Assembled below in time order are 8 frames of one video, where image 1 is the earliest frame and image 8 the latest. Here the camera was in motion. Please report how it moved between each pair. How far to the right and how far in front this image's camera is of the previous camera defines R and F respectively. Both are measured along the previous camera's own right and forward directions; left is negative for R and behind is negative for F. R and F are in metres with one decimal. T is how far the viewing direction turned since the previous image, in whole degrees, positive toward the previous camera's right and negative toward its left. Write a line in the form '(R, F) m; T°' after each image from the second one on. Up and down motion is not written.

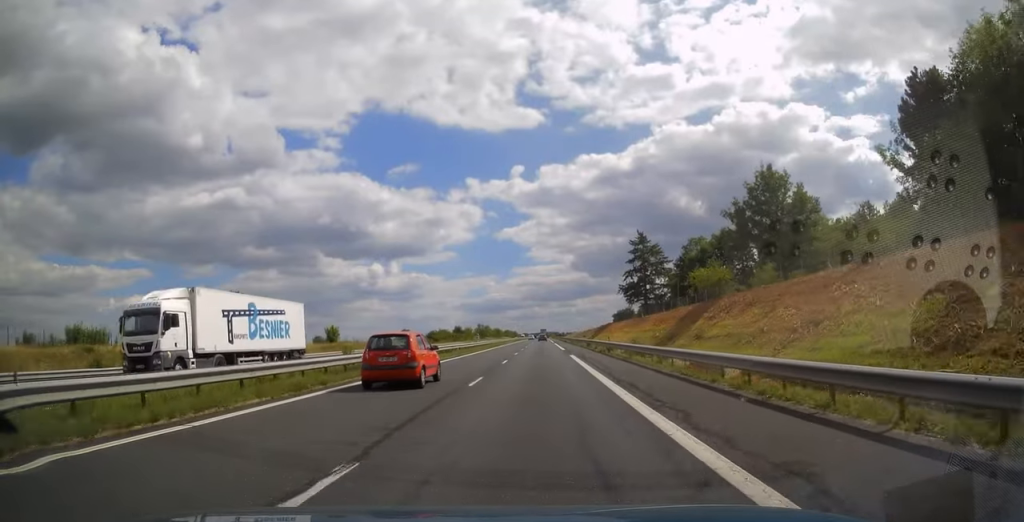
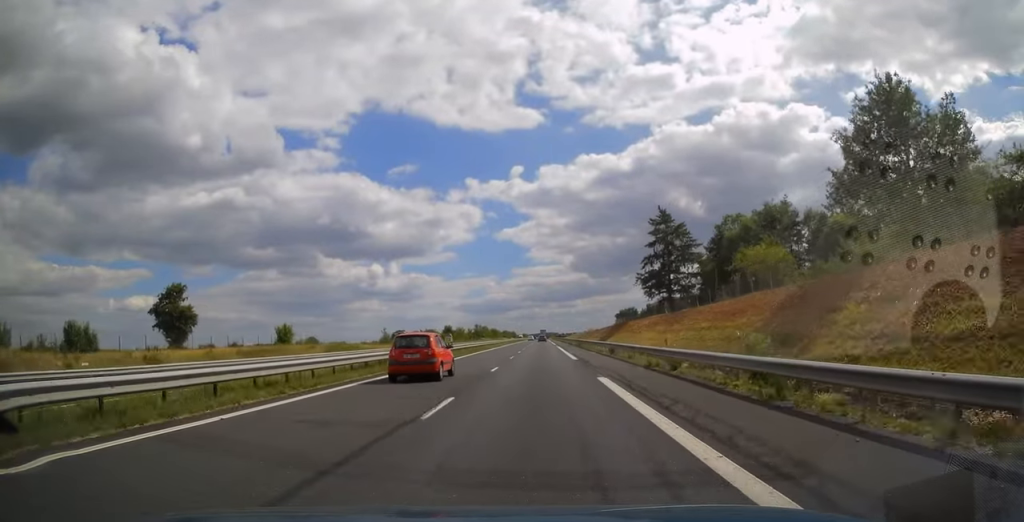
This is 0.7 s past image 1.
(0.0, +19.1) m; 0°
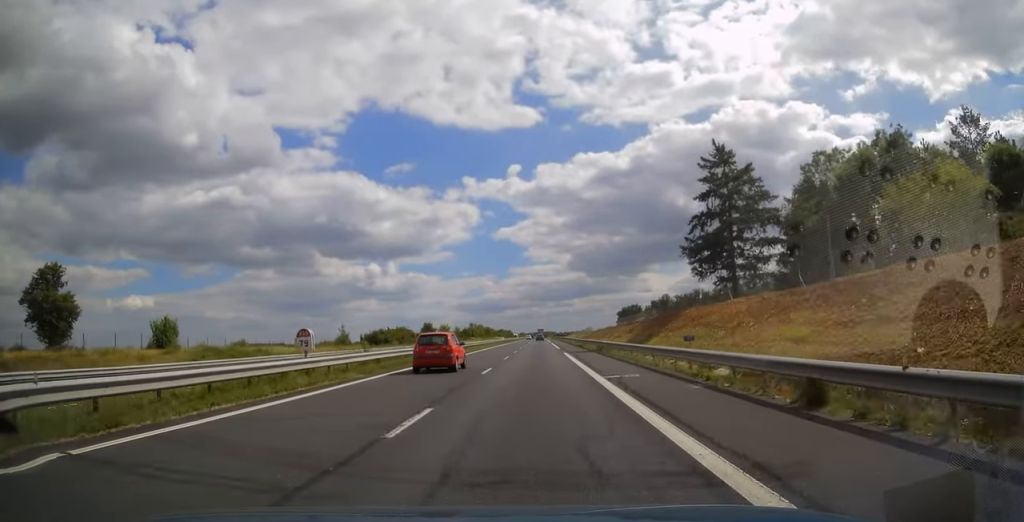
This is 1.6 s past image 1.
(0.0, +28.0) m; 0°
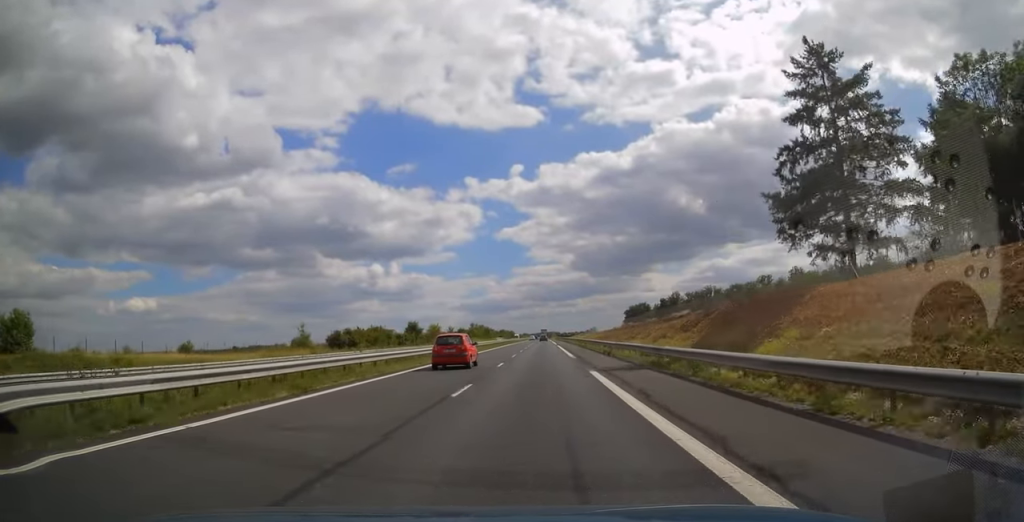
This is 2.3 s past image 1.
(-0.1, +20.6) m; 0°
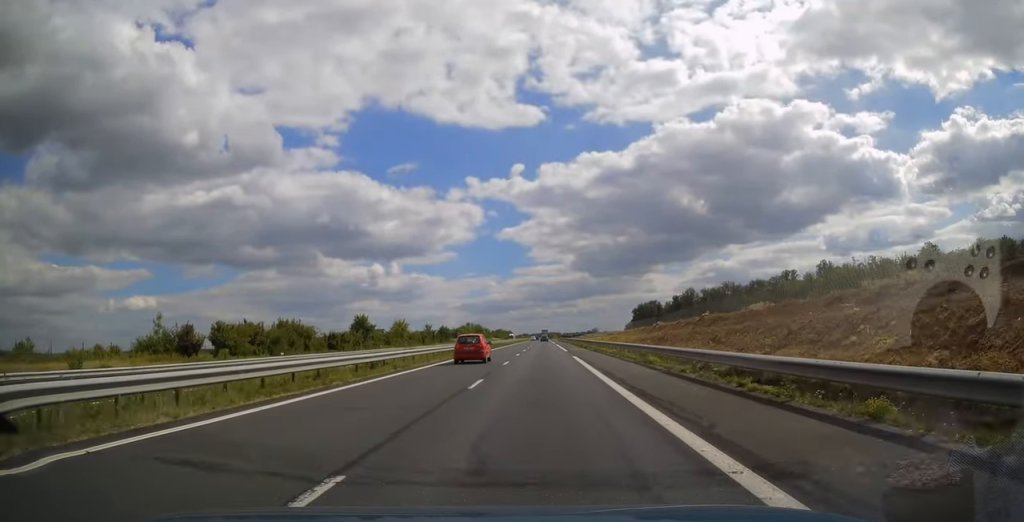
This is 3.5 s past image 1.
(0.0, +36.8) m; 0°
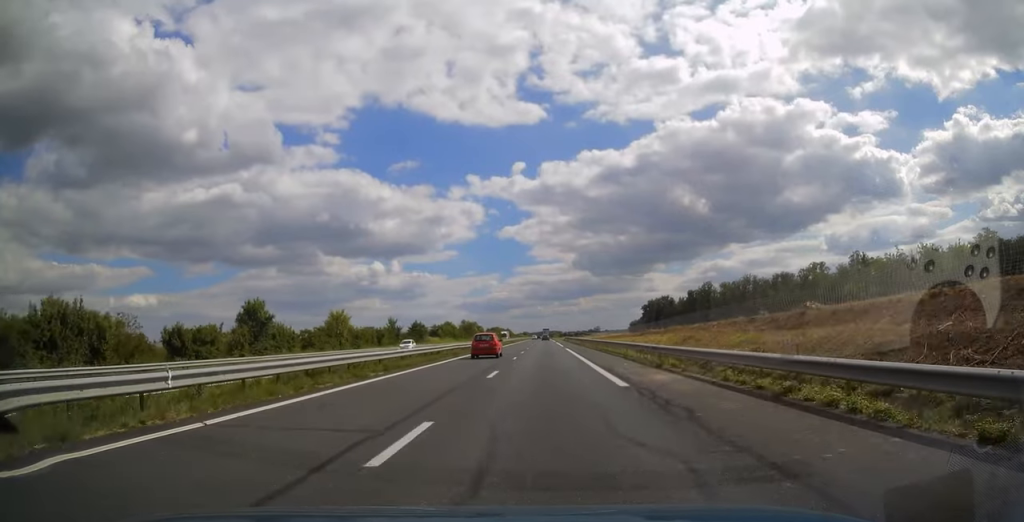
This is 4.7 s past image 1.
(+0.1, +35.3) m; 0°
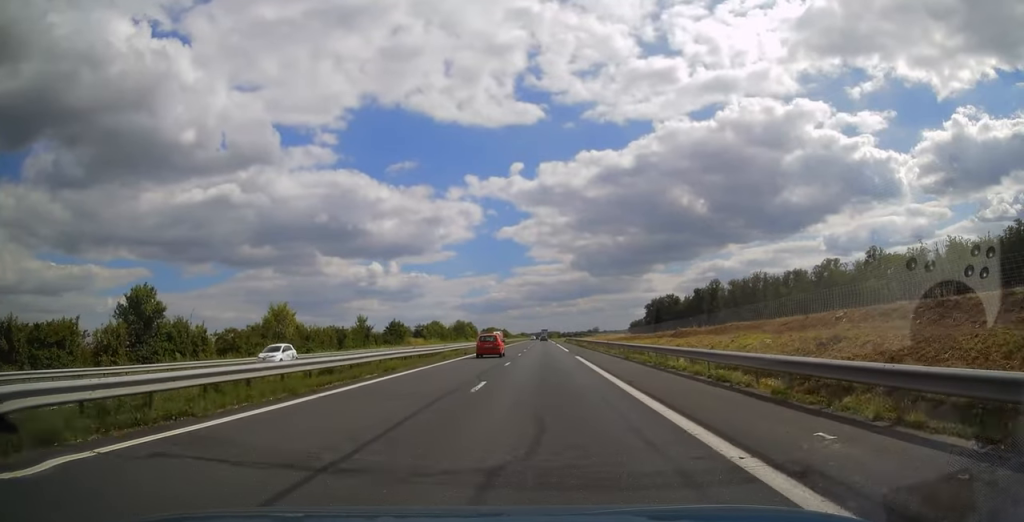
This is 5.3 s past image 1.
(0.0, +17.7) m; 0°
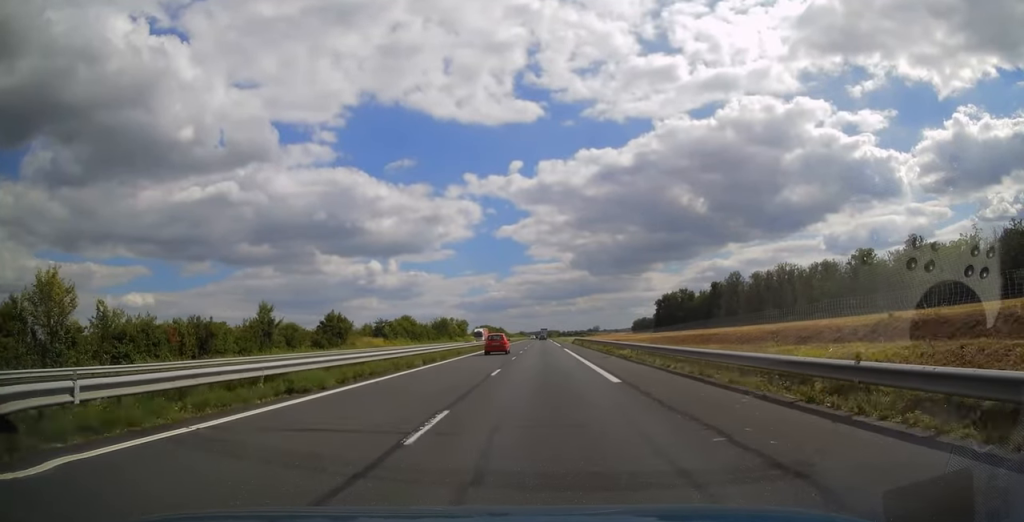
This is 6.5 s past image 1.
(-0.1, +32.9) m; 0°
